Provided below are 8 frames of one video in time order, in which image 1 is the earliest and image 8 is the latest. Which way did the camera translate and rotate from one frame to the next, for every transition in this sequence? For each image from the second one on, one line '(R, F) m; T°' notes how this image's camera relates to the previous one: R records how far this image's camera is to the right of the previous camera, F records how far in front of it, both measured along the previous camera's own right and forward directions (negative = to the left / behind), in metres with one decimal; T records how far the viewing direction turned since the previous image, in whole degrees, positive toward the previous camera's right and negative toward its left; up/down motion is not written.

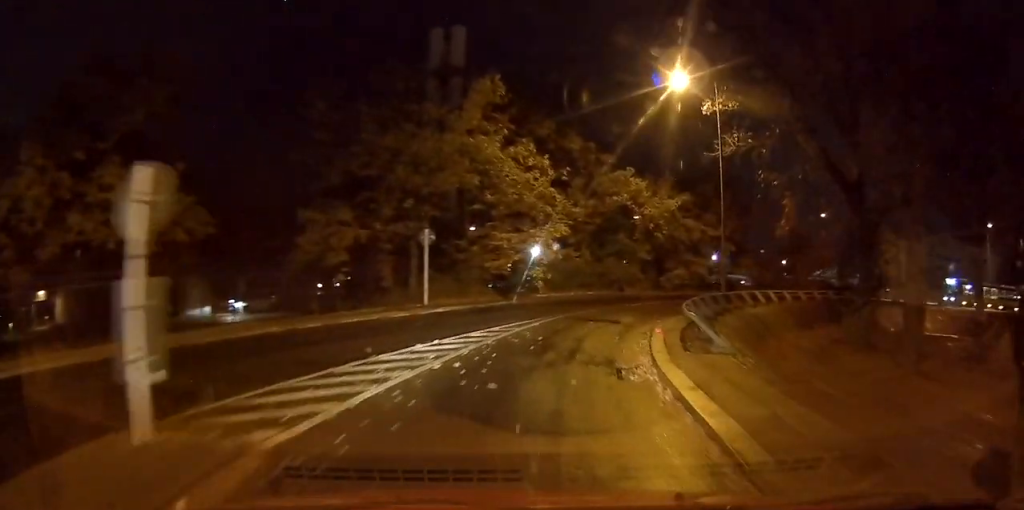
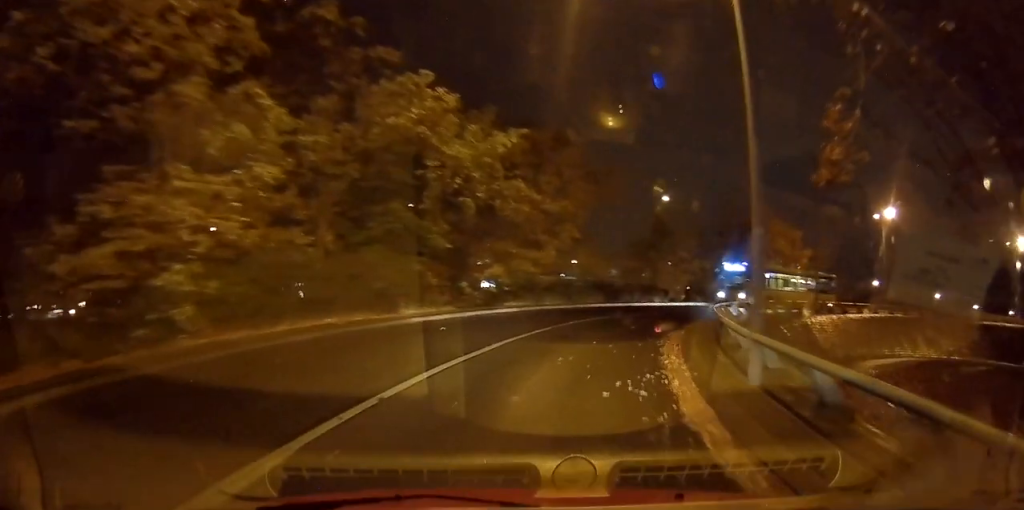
(+3.1, +16.3) m; +20°
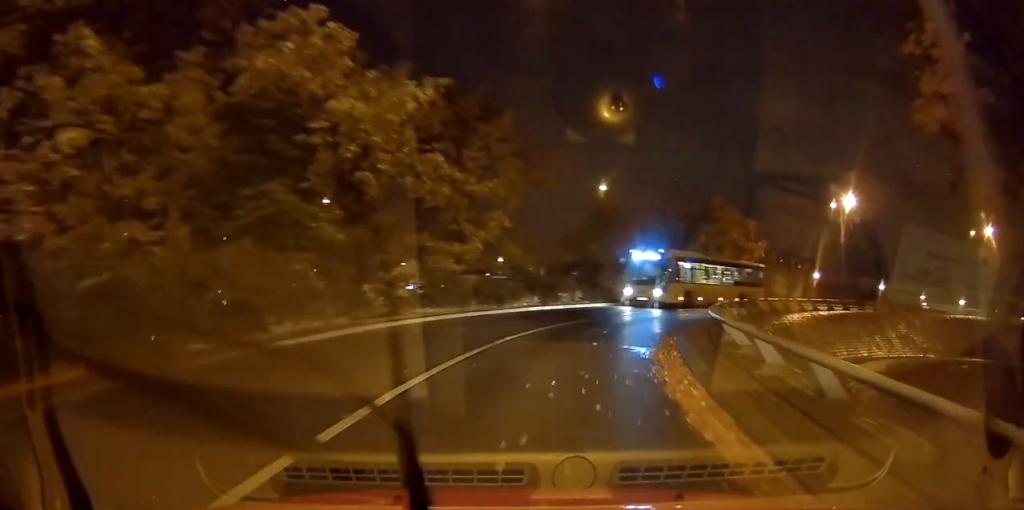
(+0.1, +3.8) m; +3°
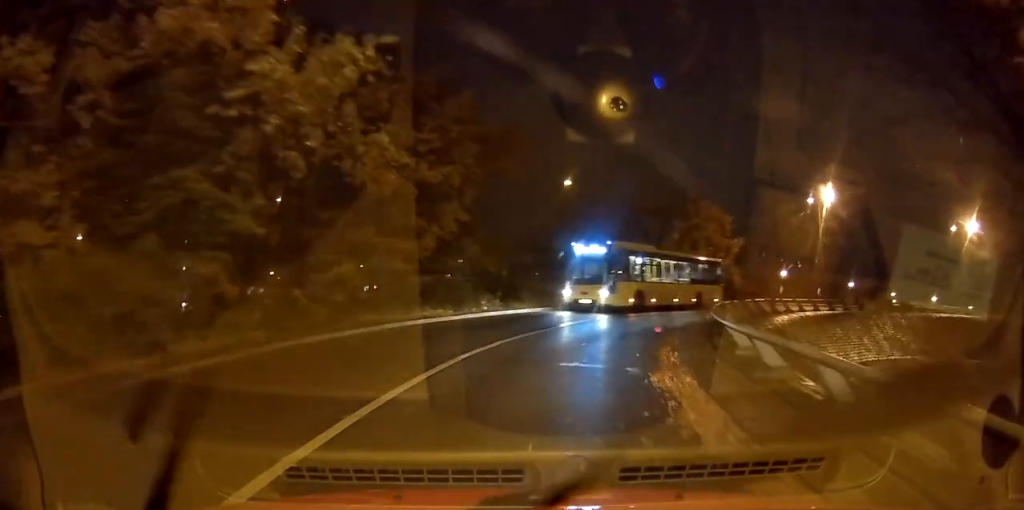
(0.0, +2.8) m; +2°
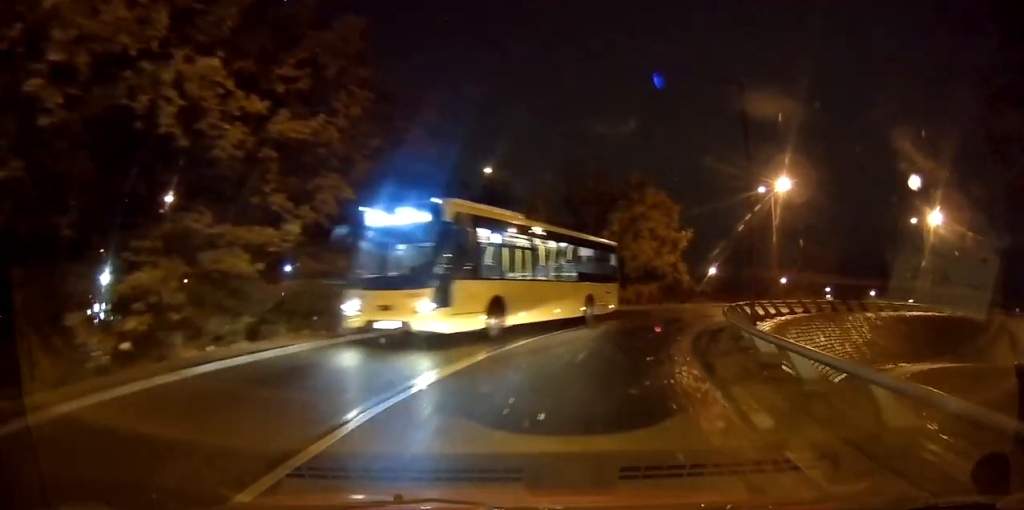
(+0.4, +7.3) m; +8°
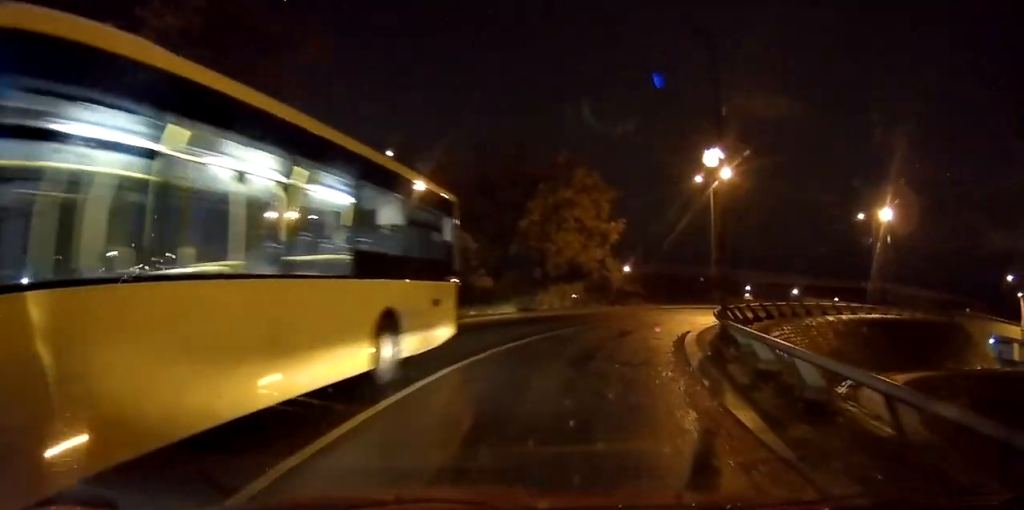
(+0.5, +6.1) m; +9°
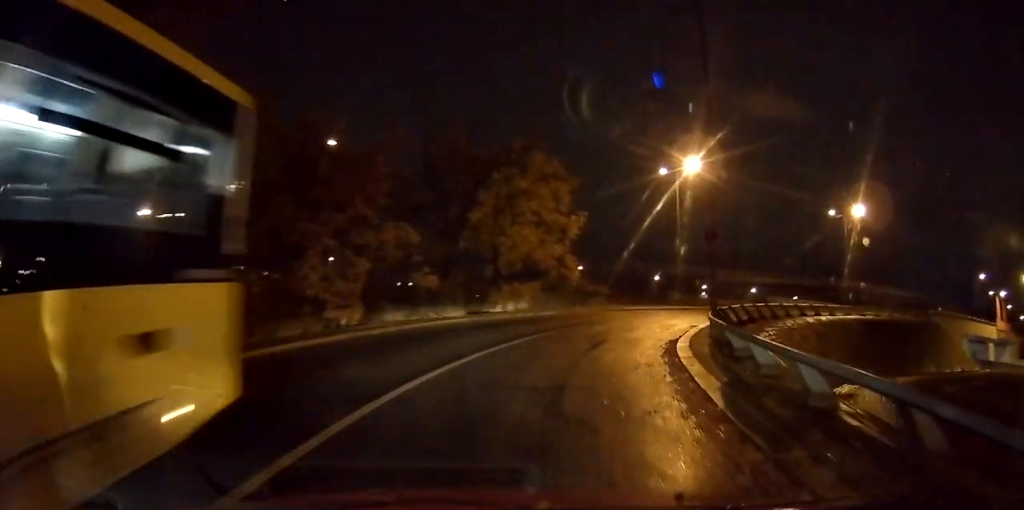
(-0.1, +3.2) m; +5°
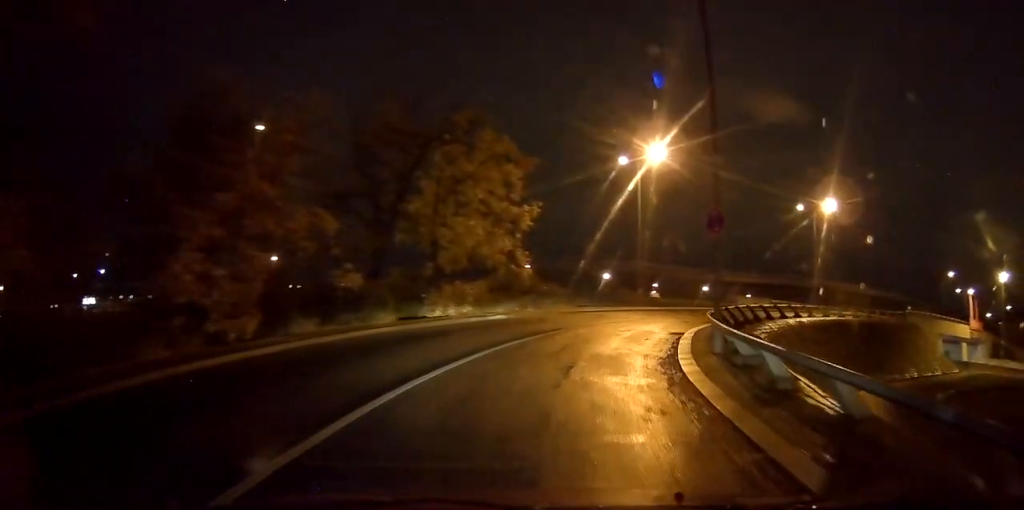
(+0.4, +4.0) m; +5°
